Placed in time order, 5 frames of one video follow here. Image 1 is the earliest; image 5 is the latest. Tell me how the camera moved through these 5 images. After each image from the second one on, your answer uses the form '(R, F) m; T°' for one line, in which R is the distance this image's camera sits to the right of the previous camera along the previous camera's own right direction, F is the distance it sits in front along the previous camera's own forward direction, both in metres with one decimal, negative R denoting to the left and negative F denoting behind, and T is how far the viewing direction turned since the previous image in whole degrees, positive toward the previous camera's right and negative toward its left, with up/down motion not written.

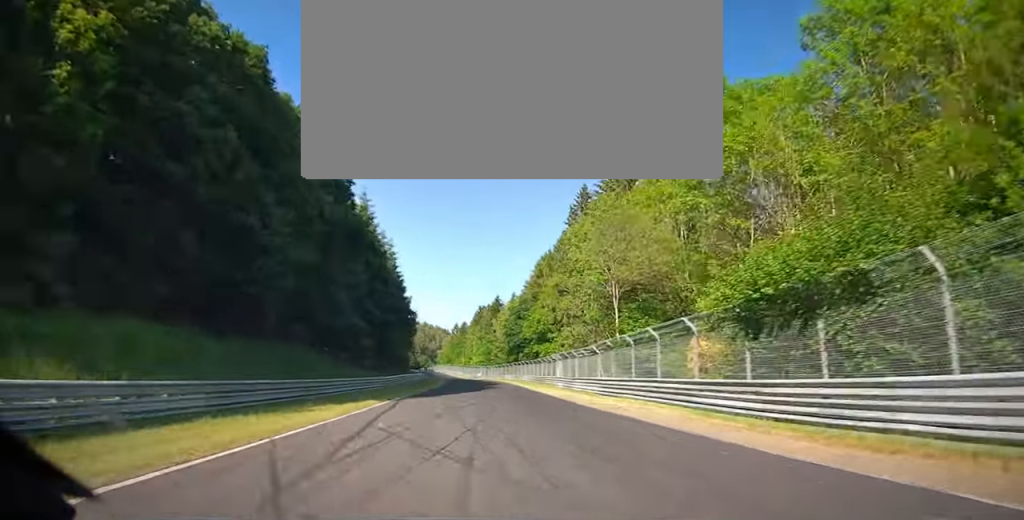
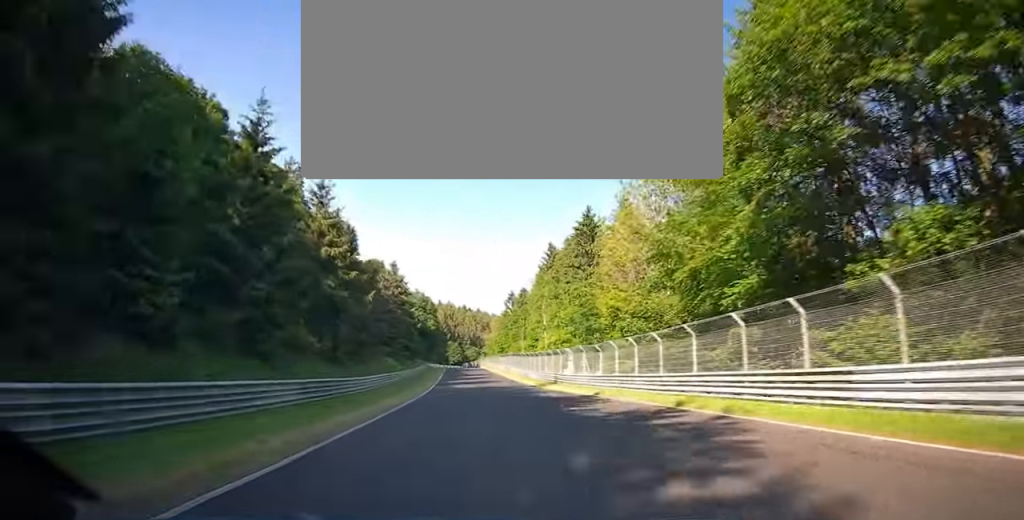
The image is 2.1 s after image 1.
(-6.9, +76.4) m; -10°
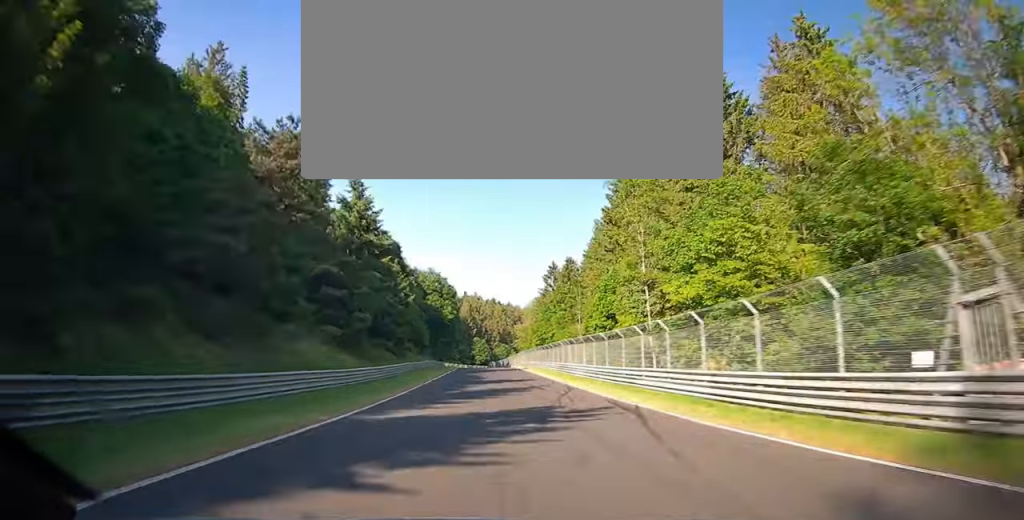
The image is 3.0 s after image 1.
(-1.4, +35.9) m; -6°
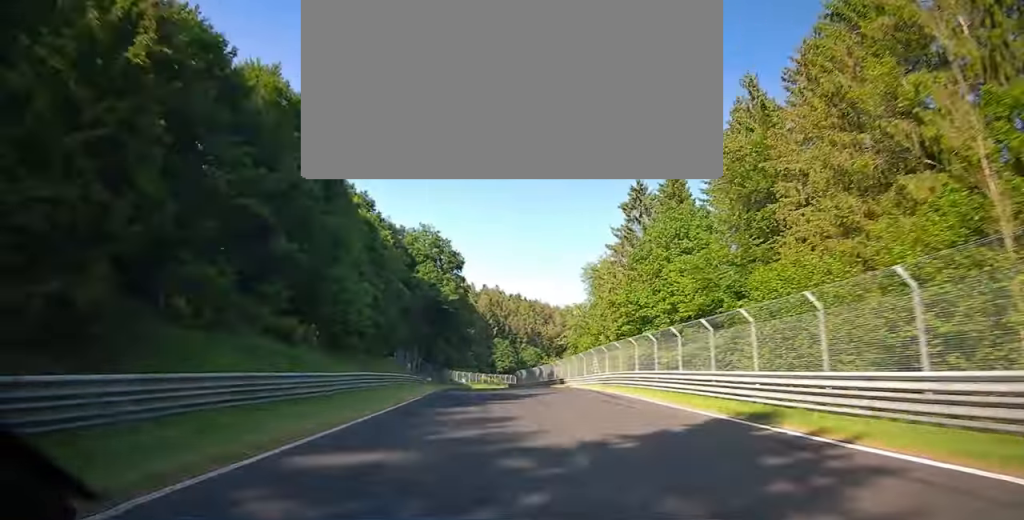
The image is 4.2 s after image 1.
(-3.8, +50.3) m; -7°
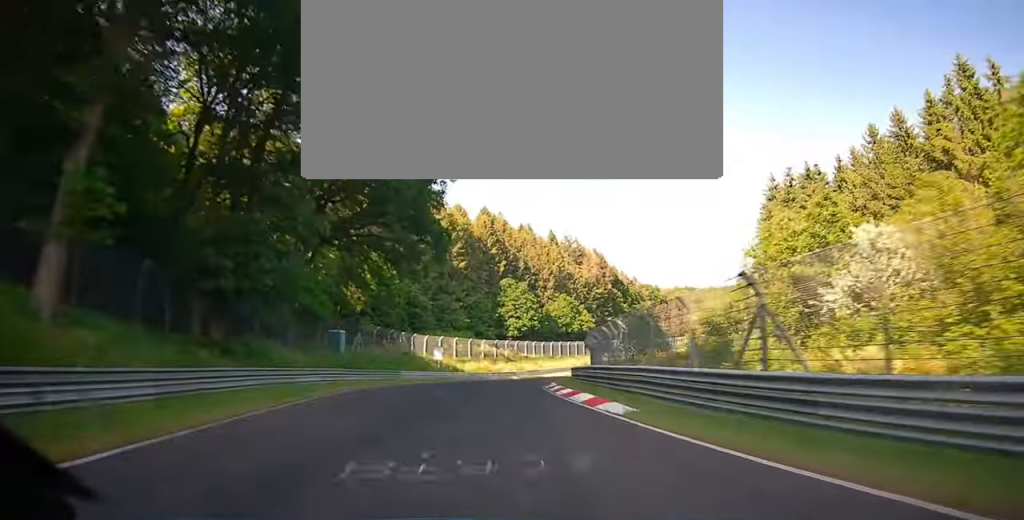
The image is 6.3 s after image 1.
(-1.7, +86.7) m; +2°
